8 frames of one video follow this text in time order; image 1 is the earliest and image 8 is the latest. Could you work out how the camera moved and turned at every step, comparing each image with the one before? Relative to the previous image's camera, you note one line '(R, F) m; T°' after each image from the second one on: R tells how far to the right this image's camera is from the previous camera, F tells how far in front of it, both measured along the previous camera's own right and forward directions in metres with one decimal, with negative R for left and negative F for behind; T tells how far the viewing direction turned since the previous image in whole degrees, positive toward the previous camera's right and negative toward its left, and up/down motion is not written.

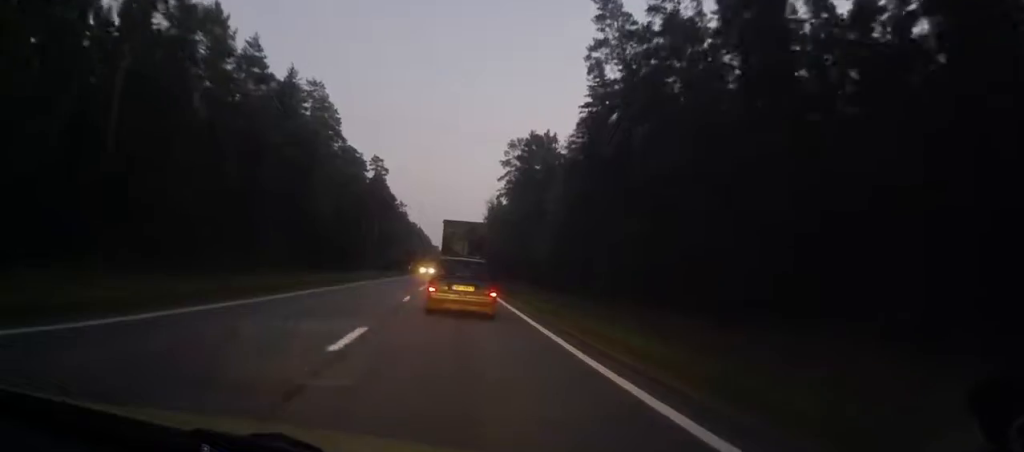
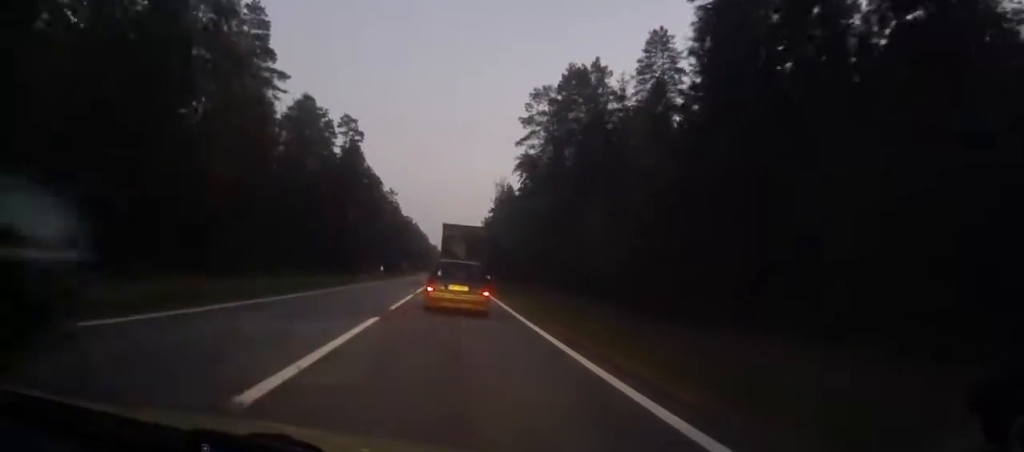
(+0.2, +38.9) m; +1°
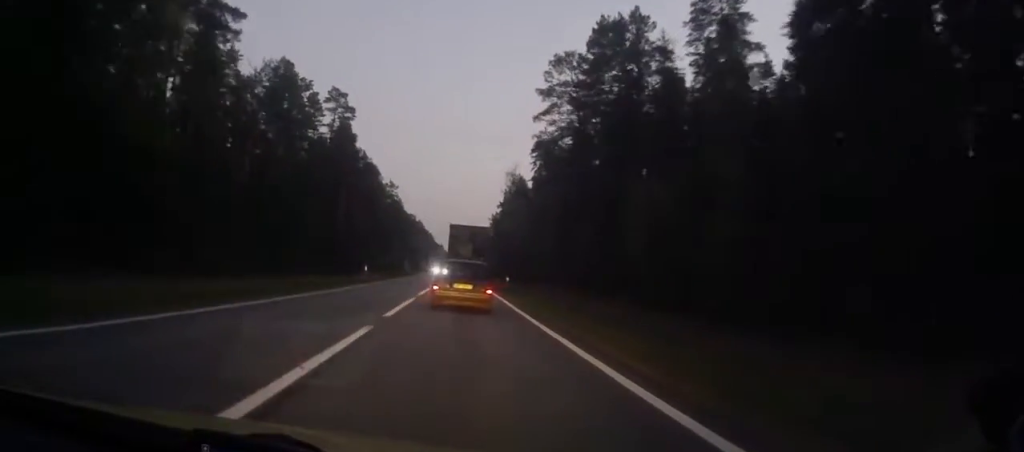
(+0.2, +14.7) m; 0°
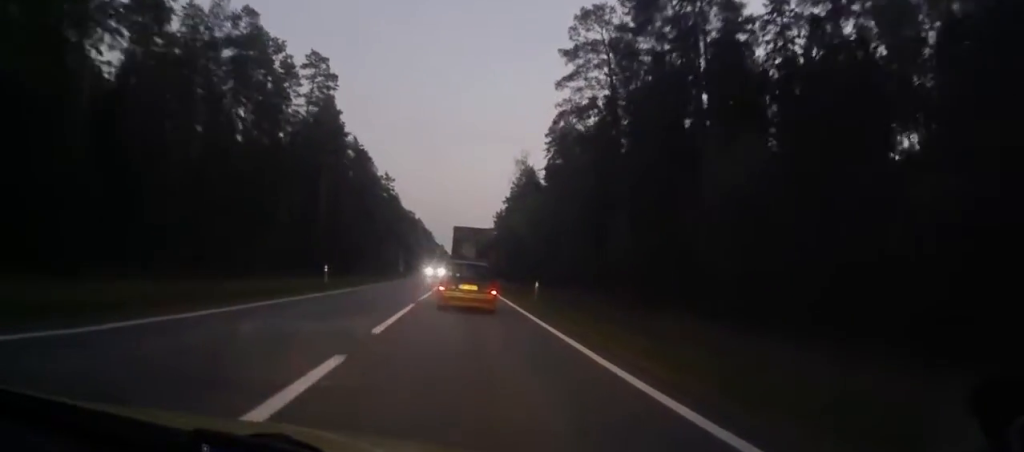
(-0.1, +15.4) m; 0°
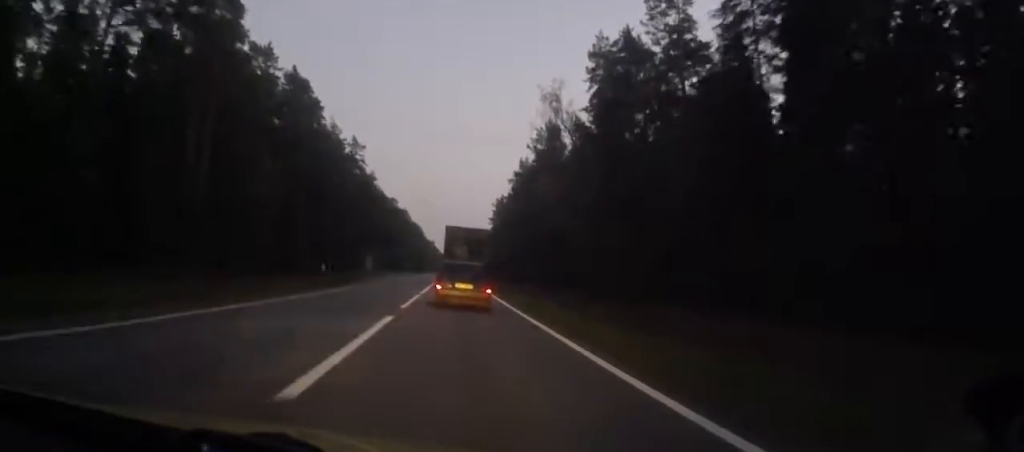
(-0.1, +40.3) m; 0°
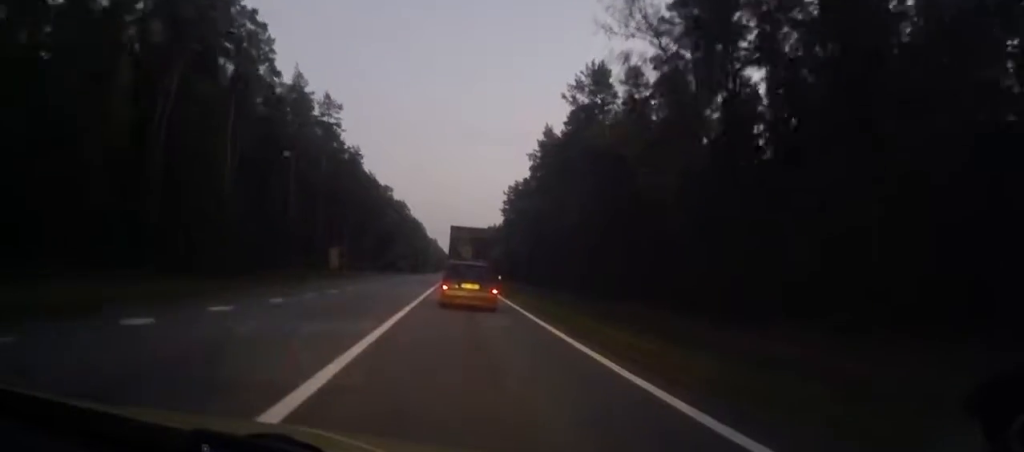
(0.0, +27.9) m; 0°
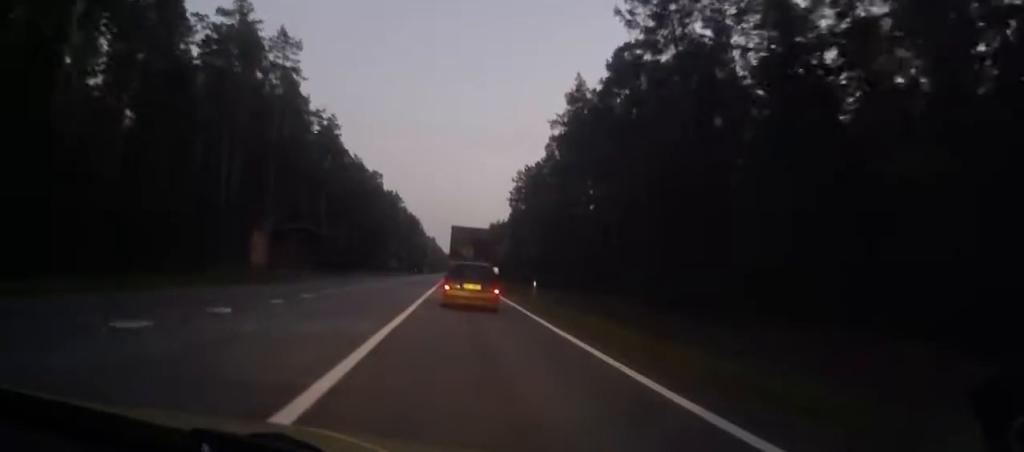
(0.0, +23.7) m; 0°
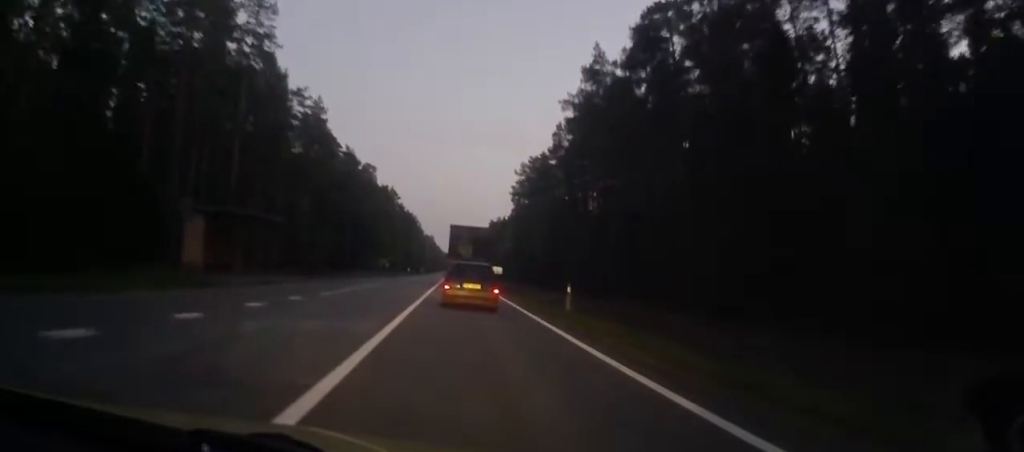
(0.0, +9.6) m; 0°
